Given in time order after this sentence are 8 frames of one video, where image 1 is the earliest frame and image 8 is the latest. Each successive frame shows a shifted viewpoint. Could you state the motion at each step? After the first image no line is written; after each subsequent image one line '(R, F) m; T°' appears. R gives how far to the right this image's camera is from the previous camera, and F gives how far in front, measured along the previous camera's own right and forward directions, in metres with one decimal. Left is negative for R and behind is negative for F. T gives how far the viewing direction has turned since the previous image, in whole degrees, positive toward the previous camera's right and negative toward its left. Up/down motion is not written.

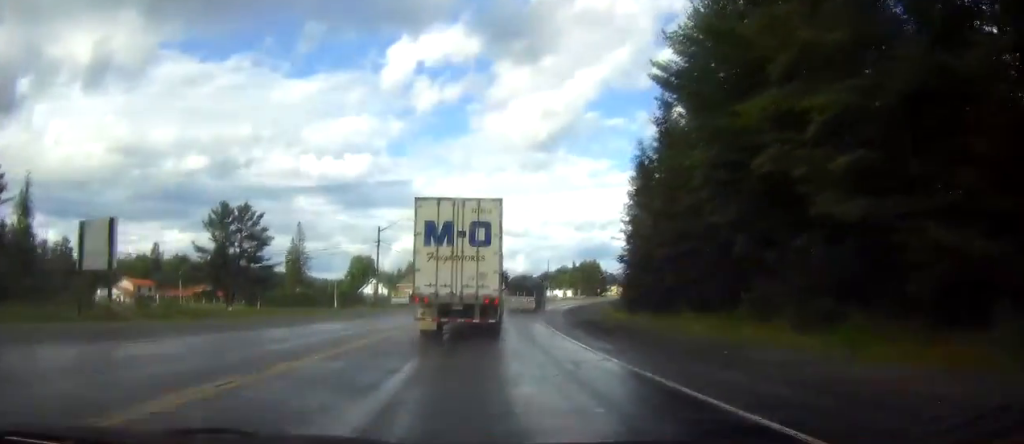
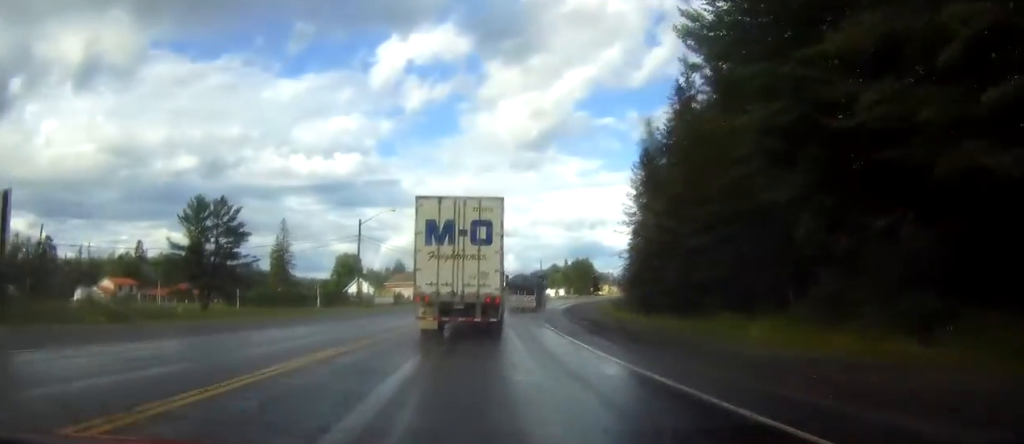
(0.0, +6.3) m; 0°
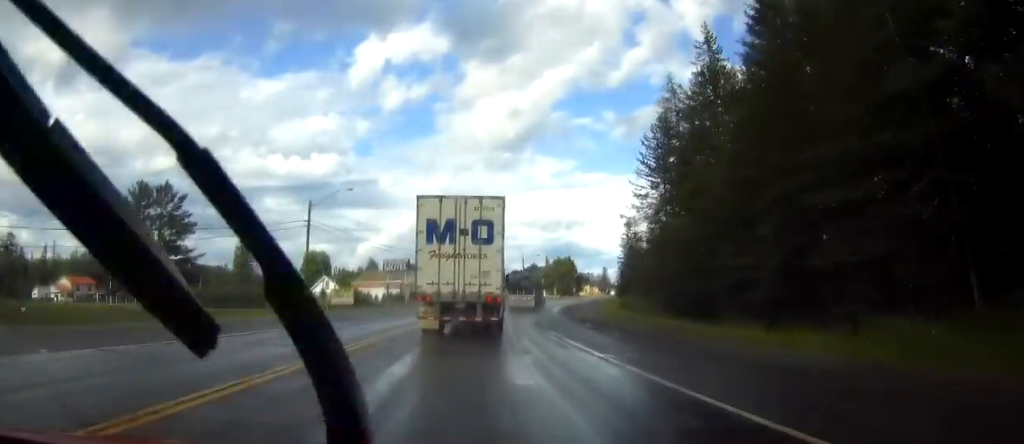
(0.0, +13.1) m; 0°
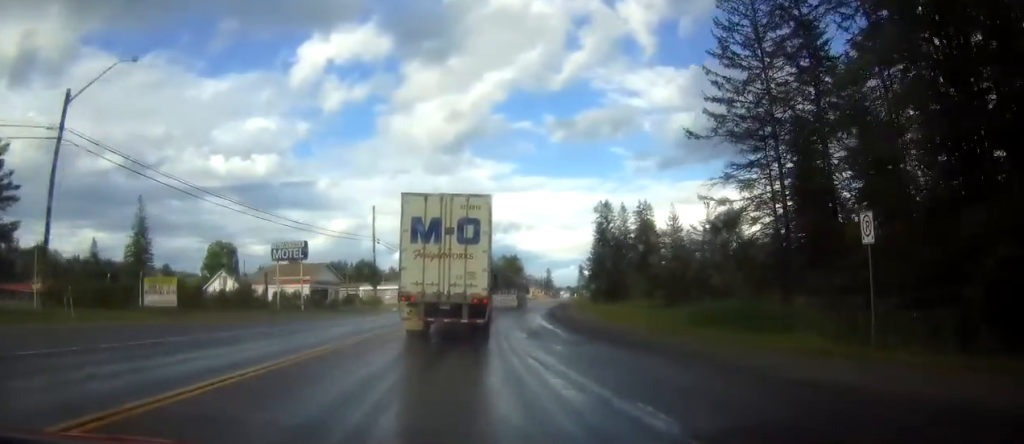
(0.0, +30.7) m; 0°
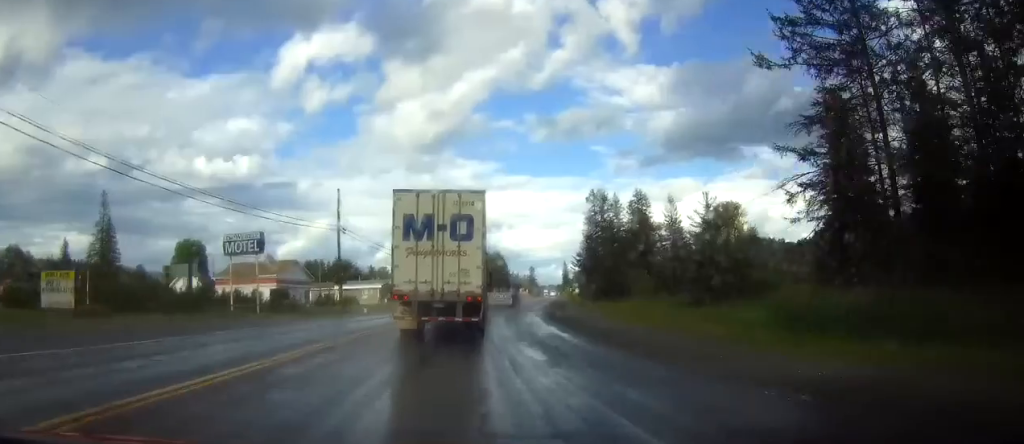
(0.0, +9.2) m; 0°
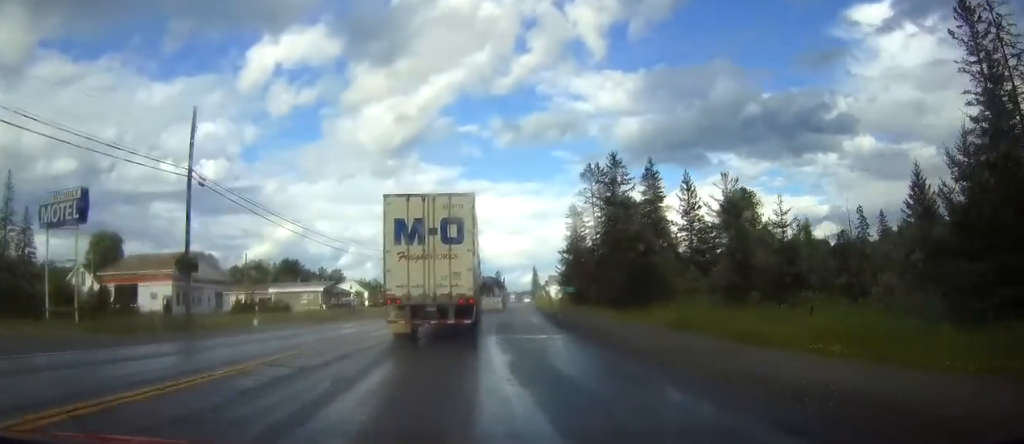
(0.0, +25.4) m; 0°
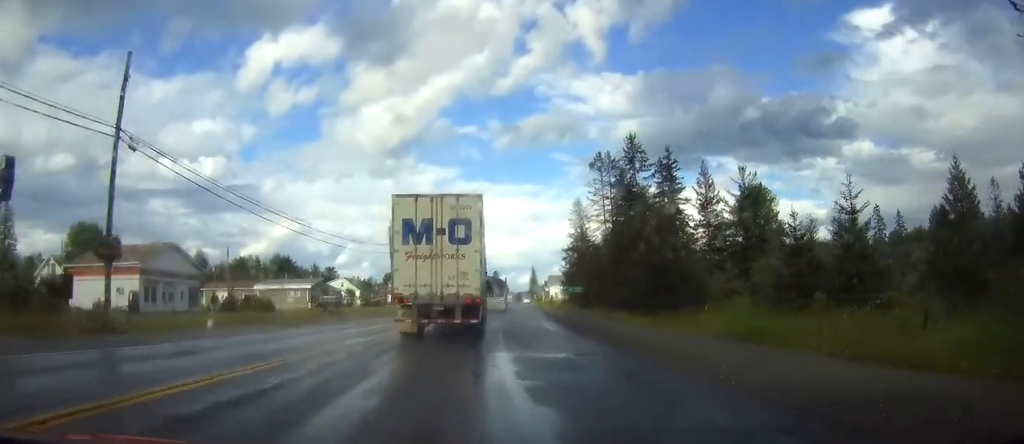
(0.0, +7.3) m; 0°
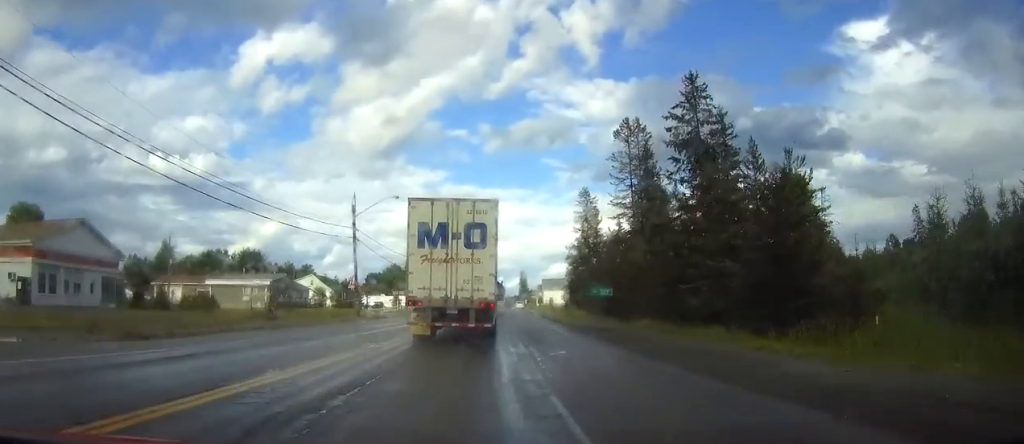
(0.0, +17.1) m; 0°
